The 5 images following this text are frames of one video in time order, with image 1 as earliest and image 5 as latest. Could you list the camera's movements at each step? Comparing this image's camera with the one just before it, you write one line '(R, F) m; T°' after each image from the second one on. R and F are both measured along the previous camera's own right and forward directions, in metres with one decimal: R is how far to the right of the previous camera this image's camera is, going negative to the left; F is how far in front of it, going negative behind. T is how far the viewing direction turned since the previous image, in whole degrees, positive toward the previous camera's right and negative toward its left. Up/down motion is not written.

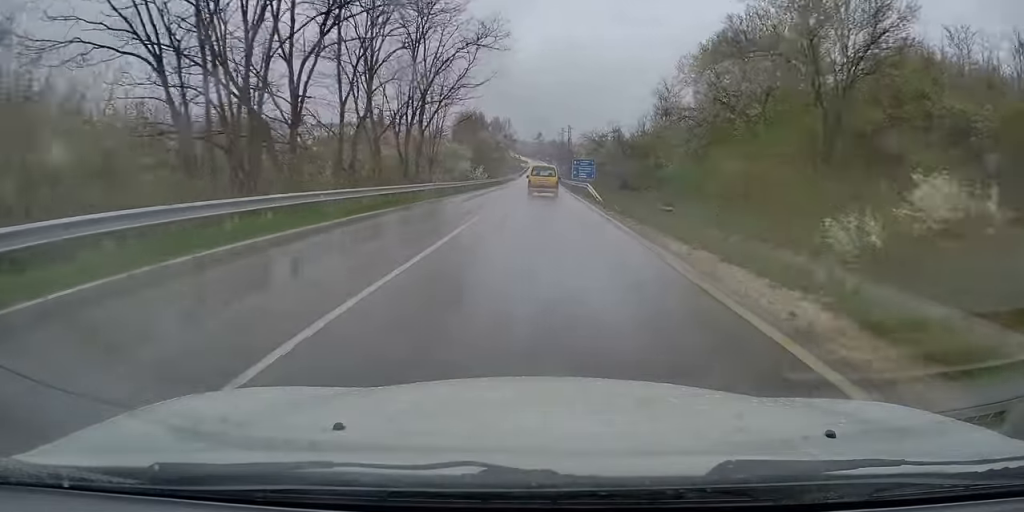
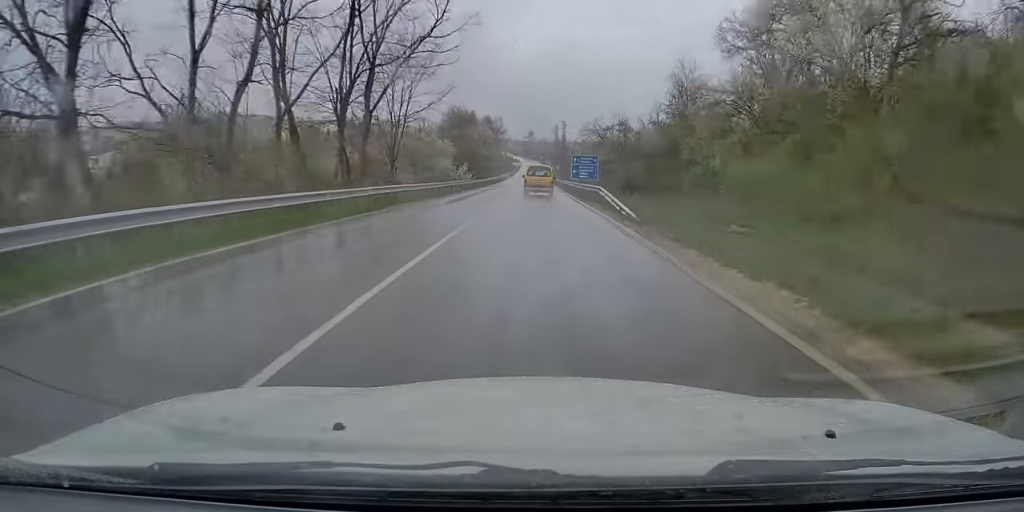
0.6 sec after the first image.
(-0.2, +10.8) m; 0°
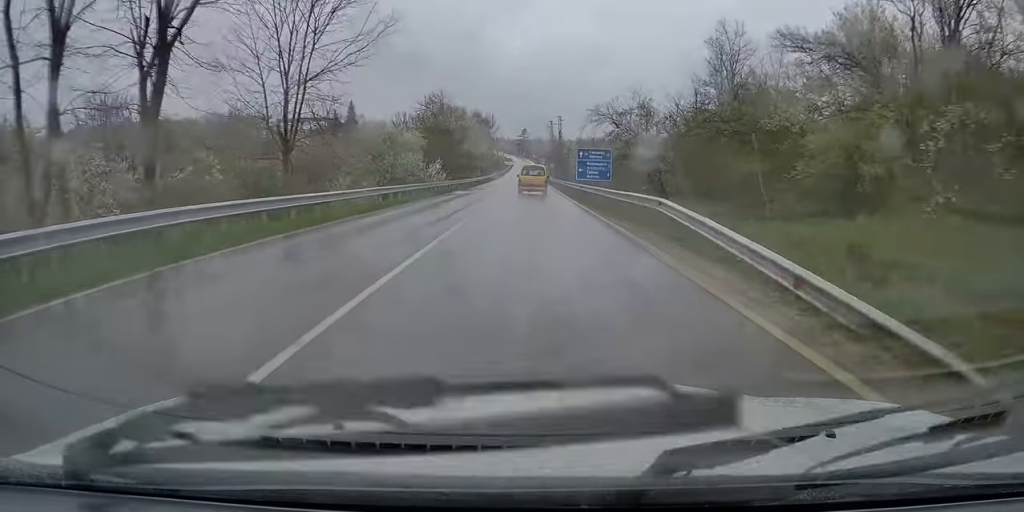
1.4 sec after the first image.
(0.0, +15.0) m; 0°
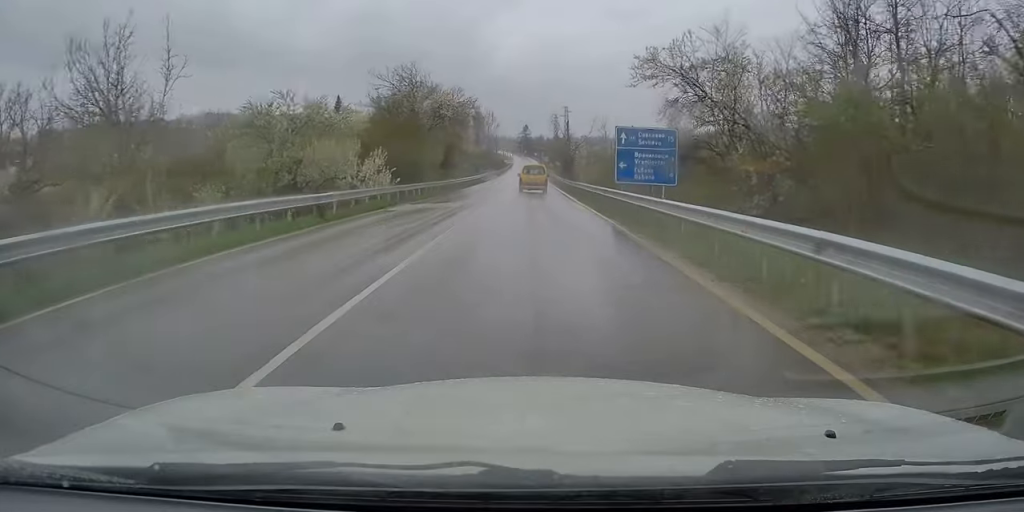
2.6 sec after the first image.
(+0.2, +20.5) m; +1°
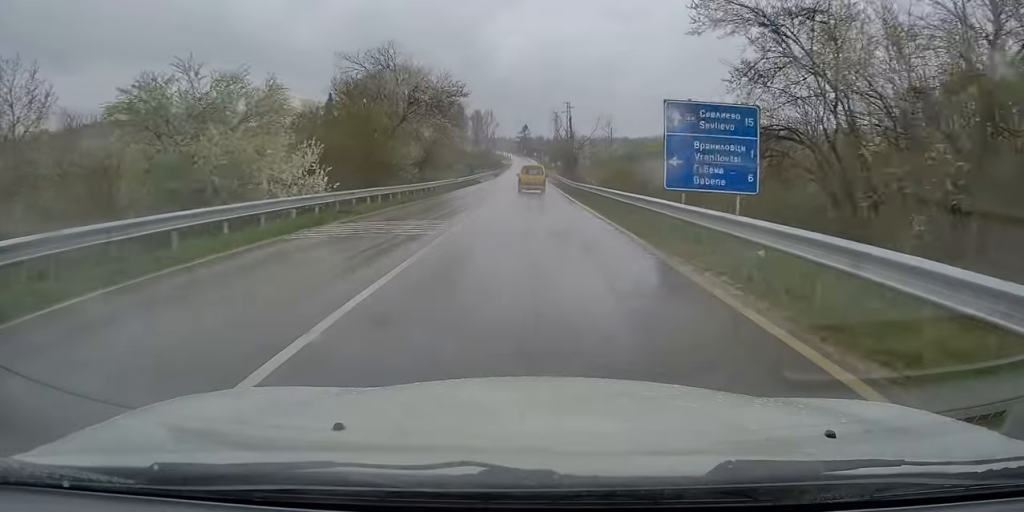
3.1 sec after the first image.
(0.0, +9.6) m; 0°
